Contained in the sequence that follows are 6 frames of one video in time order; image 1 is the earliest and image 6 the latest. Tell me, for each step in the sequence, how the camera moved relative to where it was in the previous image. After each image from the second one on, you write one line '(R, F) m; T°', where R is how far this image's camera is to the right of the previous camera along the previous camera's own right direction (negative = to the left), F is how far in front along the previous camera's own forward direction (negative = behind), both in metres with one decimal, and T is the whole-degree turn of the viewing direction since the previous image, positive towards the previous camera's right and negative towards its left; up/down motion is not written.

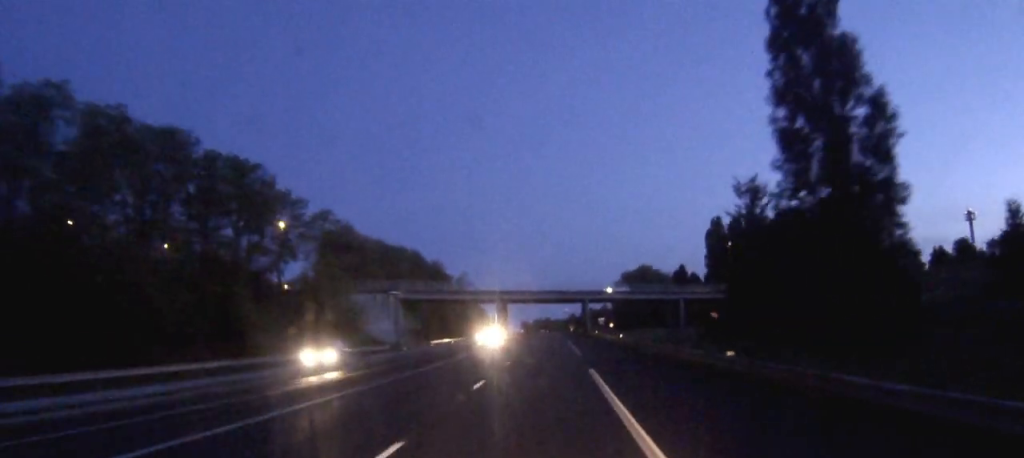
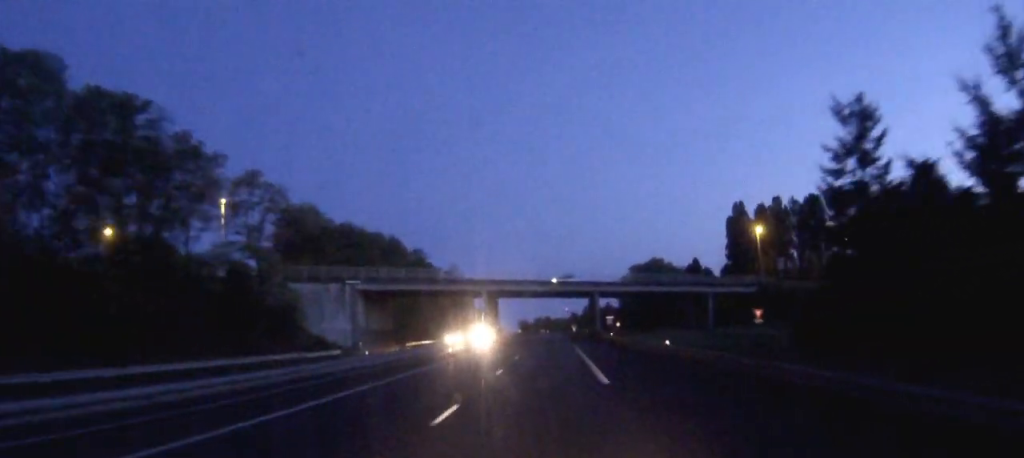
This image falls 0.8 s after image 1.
(0.0, +20.3) m; 0°
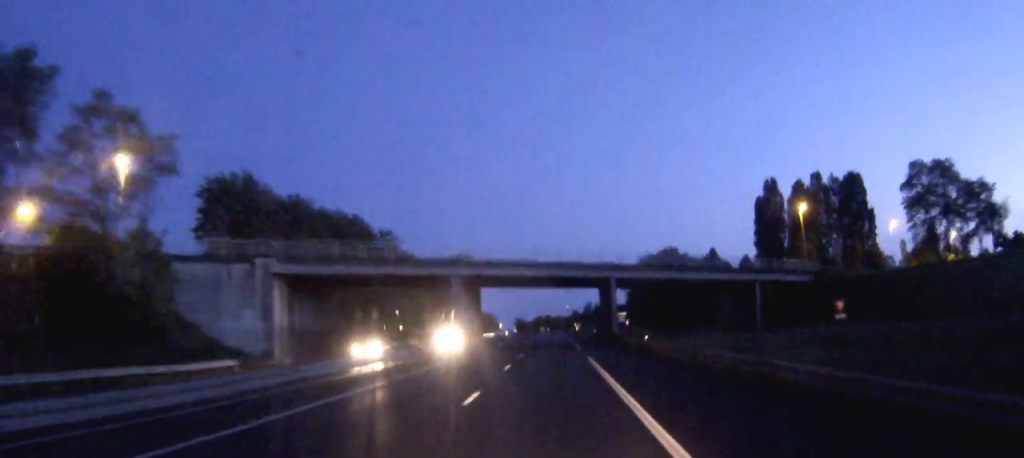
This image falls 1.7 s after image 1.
(+0.1, +22.8) m; 0°
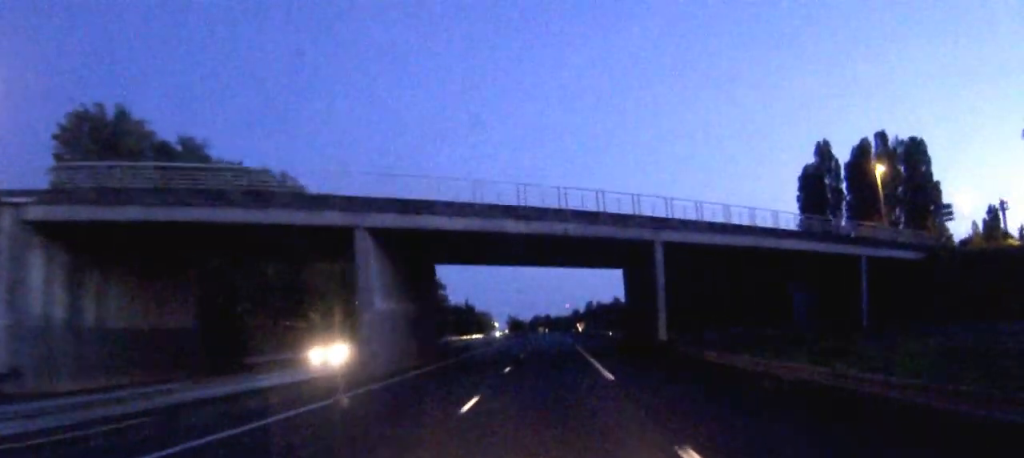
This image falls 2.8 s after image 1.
(0.0, +27.1) m; 0°
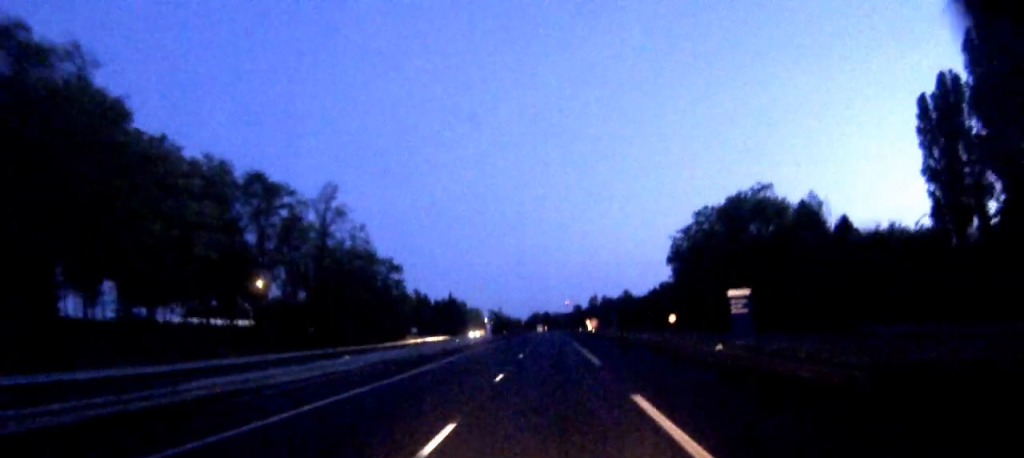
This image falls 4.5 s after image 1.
(-0.1, +43.6) m; 0°
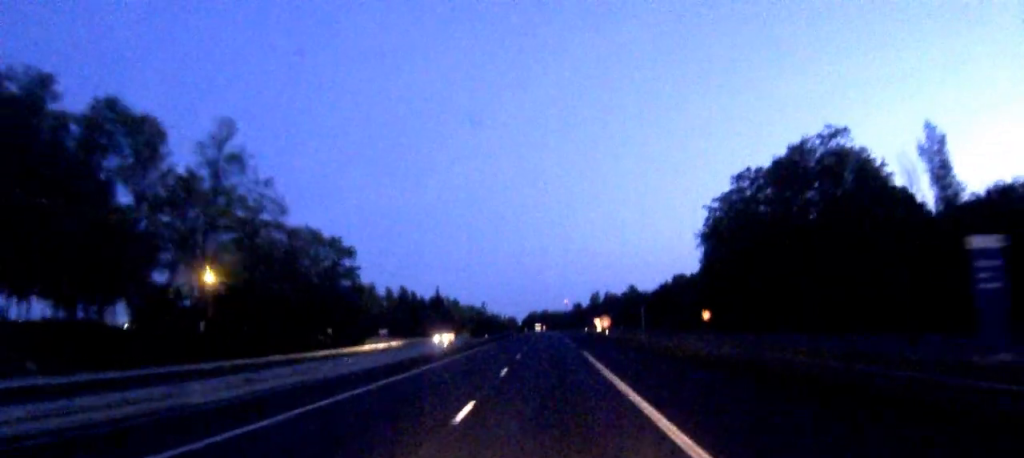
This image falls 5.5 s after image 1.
(0.0, +25.2) m; -1°
